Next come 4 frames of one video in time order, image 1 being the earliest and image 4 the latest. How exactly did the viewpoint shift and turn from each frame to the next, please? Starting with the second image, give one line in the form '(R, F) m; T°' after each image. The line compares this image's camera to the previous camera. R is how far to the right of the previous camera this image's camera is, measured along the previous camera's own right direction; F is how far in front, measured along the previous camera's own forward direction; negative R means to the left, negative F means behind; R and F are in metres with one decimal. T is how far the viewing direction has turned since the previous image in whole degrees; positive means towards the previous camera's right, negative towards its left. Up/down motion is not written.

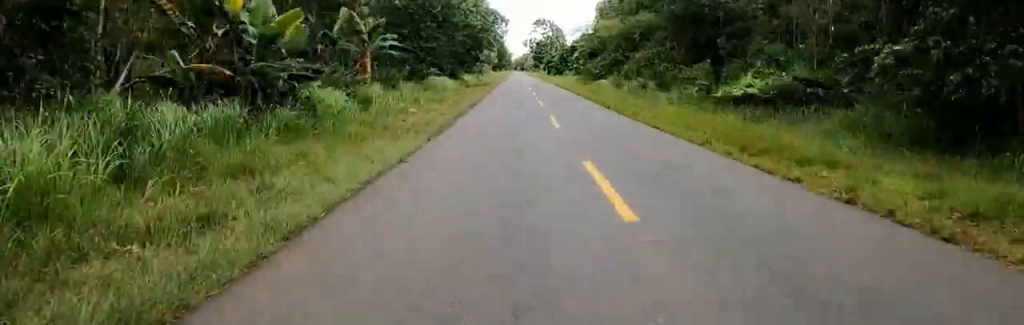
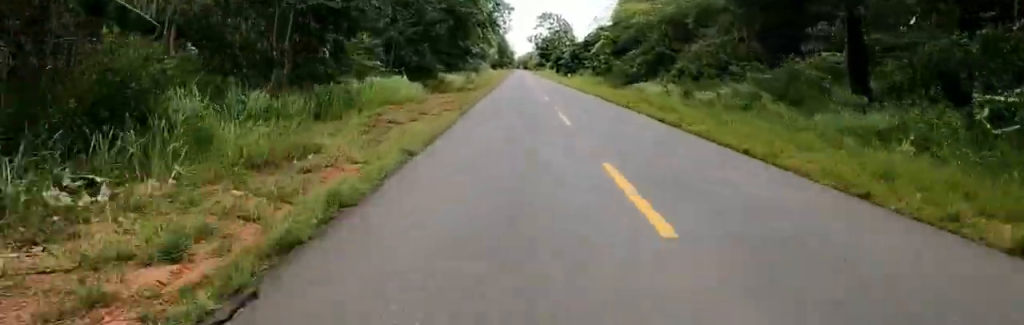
(+1.0, +16.3) m; +3°
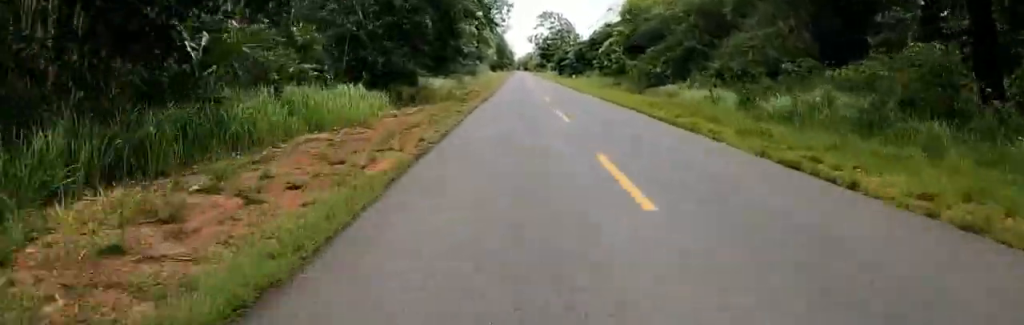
(+0.1, +7.1) m; 0°
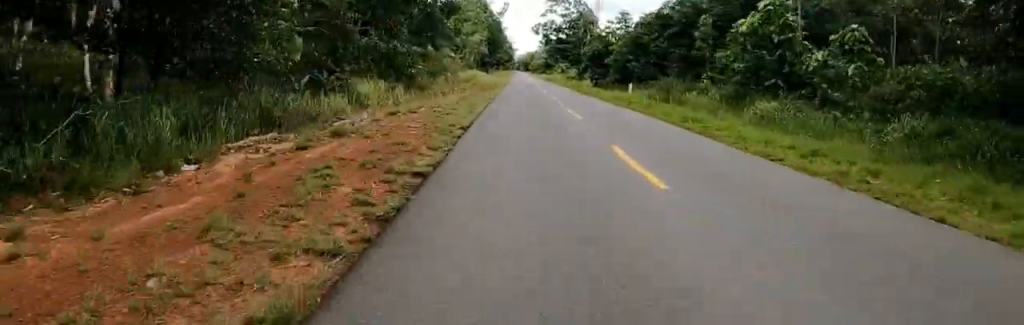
(-2.6, +36.7) m; -2°
